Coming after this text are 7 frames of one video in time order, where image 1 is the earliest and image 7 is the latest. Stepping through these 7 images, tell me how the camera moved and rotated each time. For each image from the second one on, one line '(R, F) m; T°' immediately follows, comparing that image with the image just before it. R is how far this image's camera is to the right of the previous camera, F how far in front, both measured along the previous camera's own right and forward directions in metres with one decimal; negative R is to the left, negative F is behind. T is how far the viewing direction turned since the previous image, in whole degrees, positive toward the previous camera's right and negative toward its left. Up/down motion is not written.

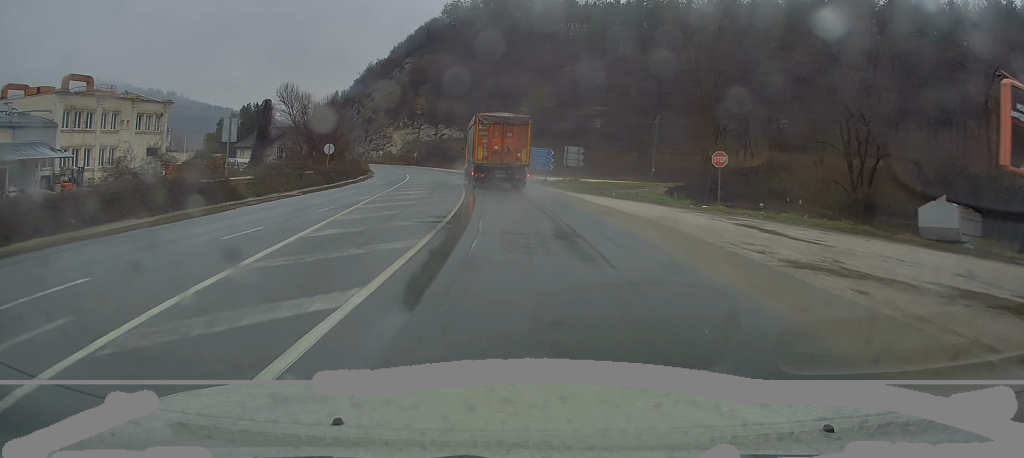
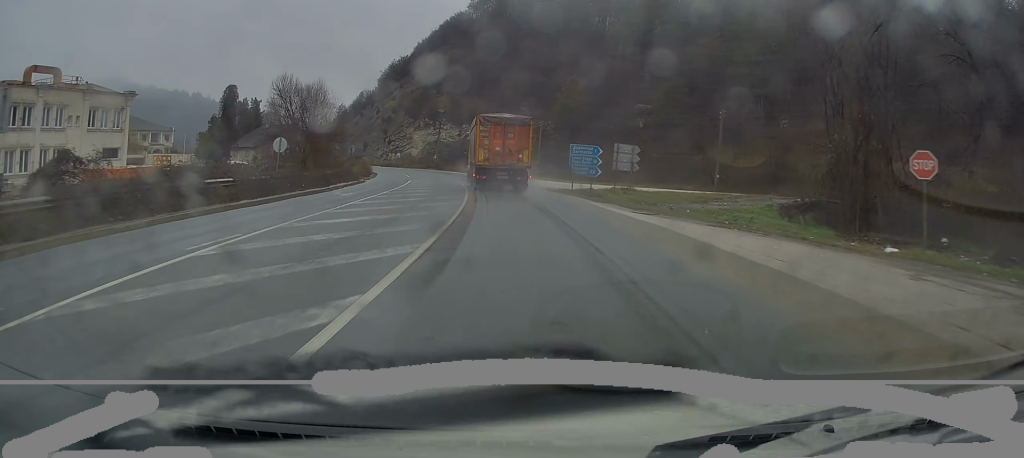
(-0.4, +13.8) m; -3°
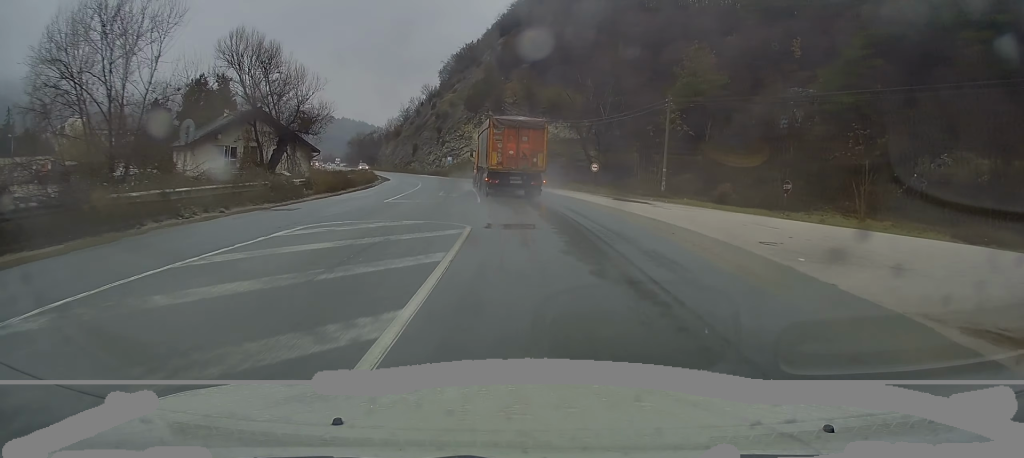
(-1.8, +36.7) m; -6°
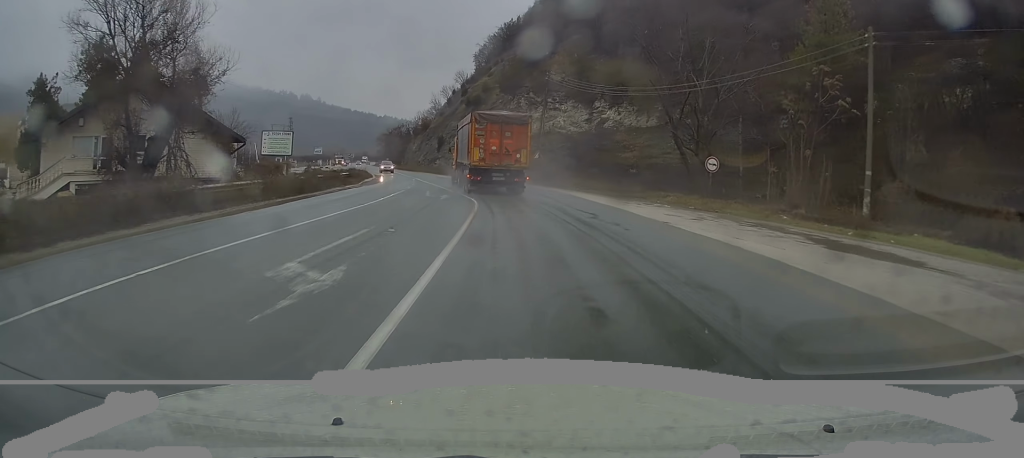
(-1.0, +24.2) m; -5°
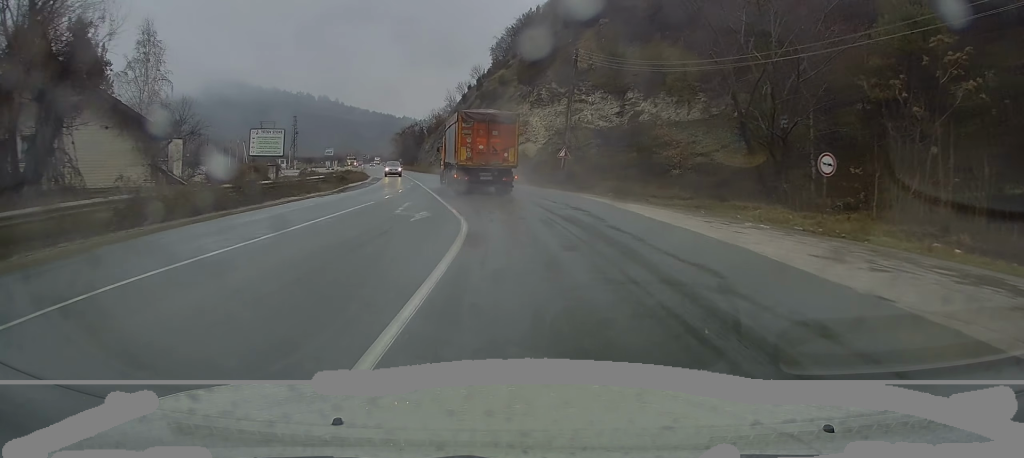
(-0.1, +10.1) m; -2°
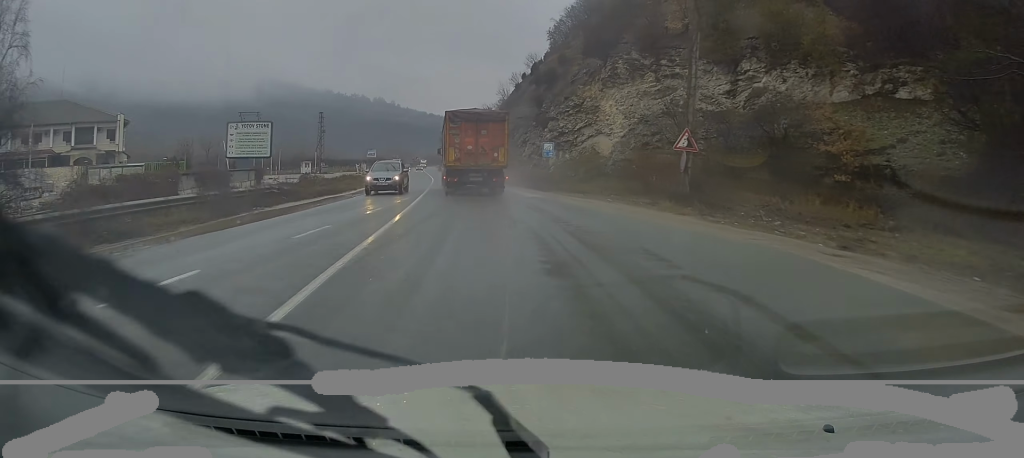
(-0.8, +20.3) m; -3°
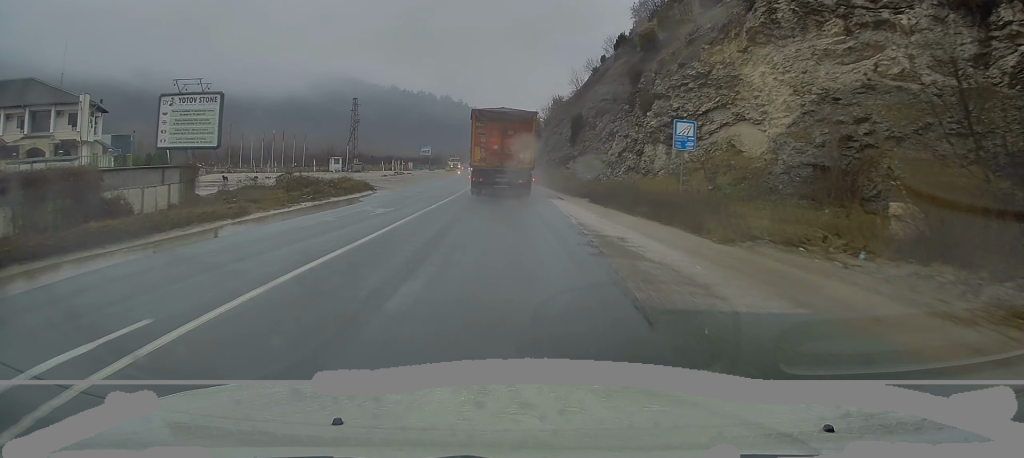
(-0.6, +22.2) m; -6°
